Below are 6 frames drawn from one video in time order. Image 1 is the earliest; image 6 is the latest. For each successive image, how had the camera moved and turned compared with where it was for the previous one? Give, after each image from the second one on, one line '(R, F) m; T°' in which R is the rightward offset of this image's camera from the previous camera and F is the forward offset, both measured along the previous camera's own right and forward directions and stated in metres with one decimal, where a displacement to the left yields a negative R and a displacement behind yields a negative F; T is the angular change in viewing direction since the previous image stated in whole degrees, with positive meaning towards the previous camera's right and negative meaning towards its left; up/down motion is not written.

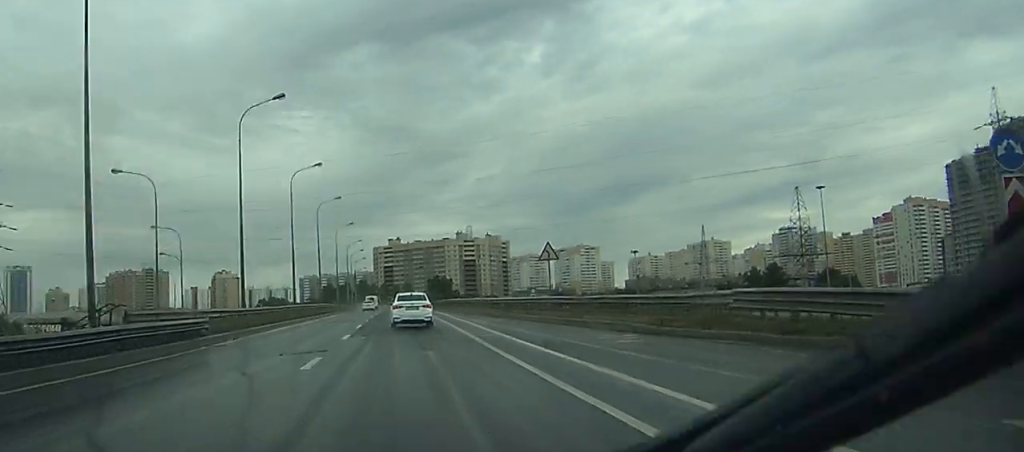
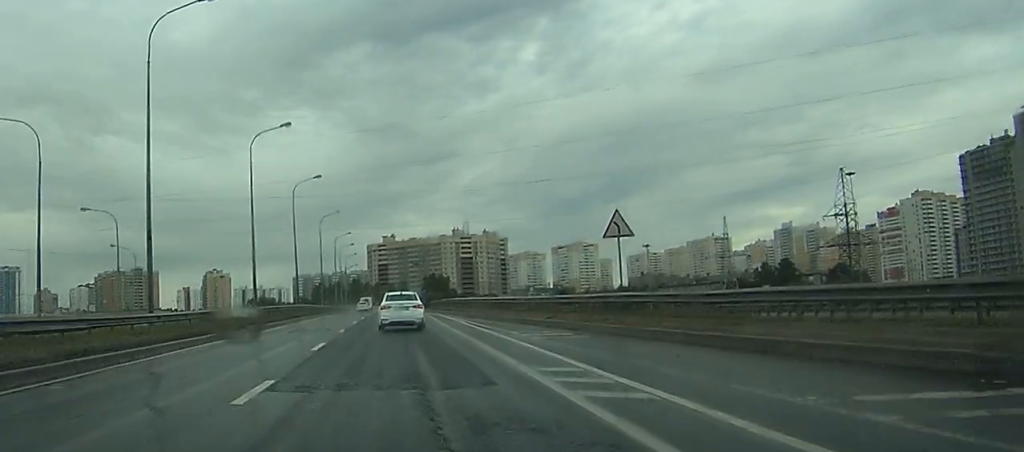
(0.0, +17.2) m; 0°
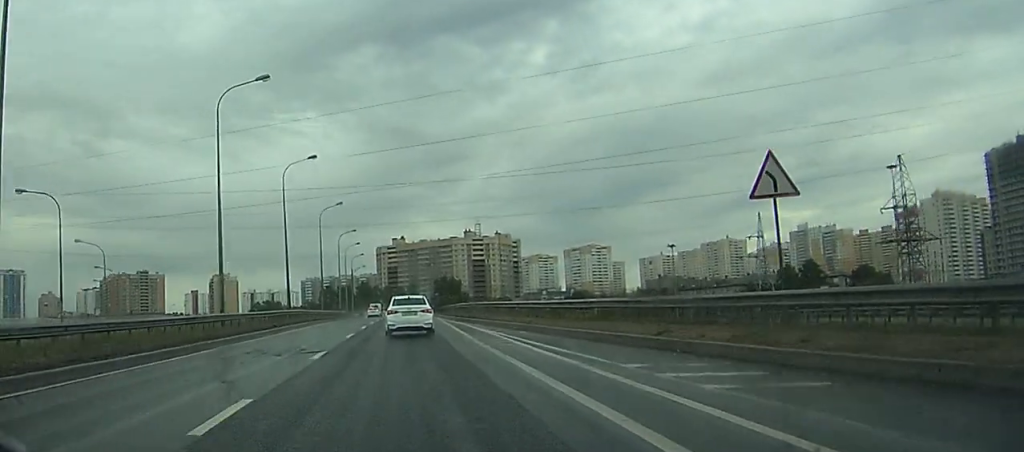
(0.0, +13.3) m; -1°
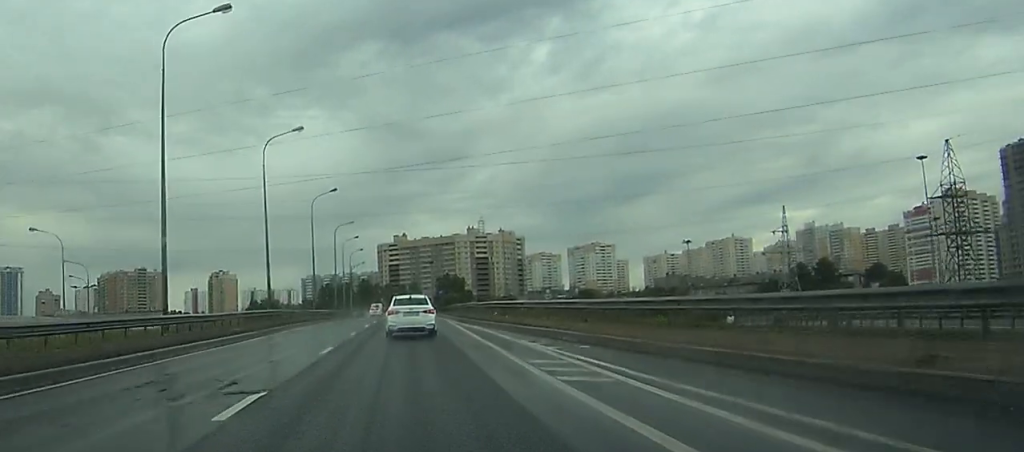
(-0.1, +10.6) m; 0°
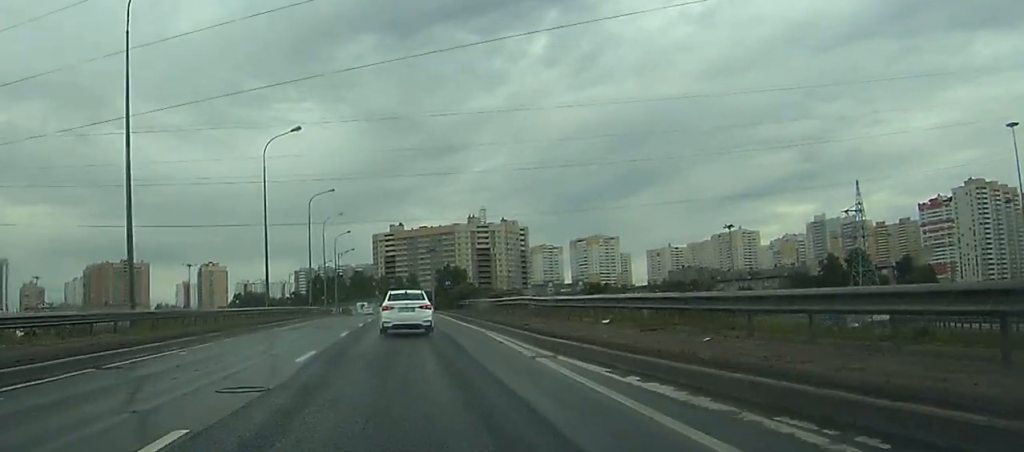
(-0.1, +28.9) m; 0°
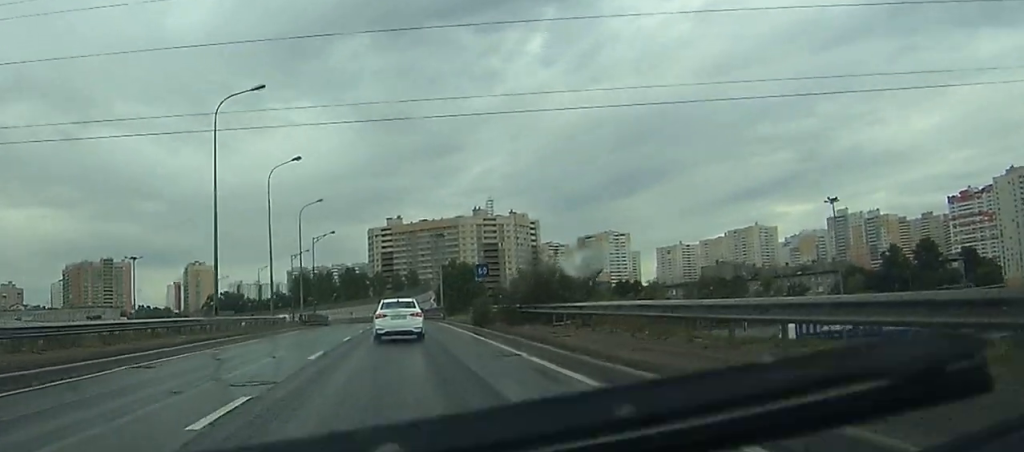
(+0.5, +44.9) m; +1°
